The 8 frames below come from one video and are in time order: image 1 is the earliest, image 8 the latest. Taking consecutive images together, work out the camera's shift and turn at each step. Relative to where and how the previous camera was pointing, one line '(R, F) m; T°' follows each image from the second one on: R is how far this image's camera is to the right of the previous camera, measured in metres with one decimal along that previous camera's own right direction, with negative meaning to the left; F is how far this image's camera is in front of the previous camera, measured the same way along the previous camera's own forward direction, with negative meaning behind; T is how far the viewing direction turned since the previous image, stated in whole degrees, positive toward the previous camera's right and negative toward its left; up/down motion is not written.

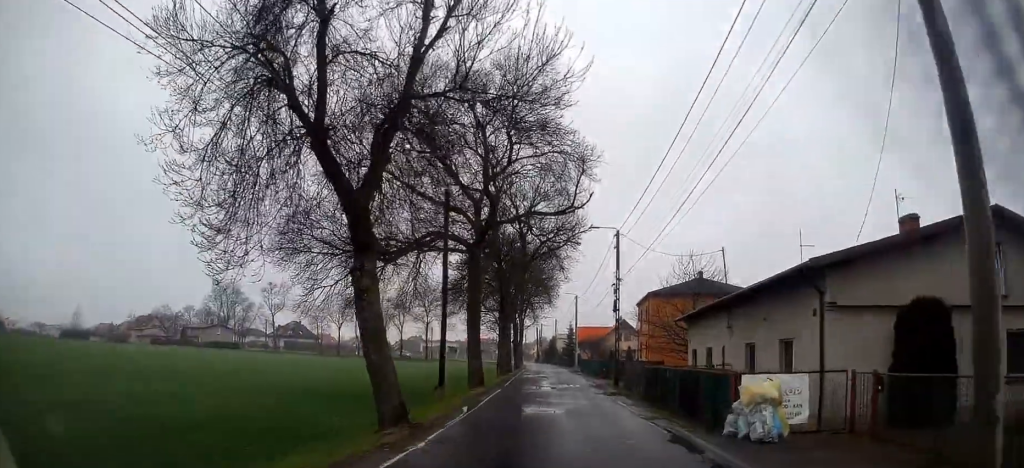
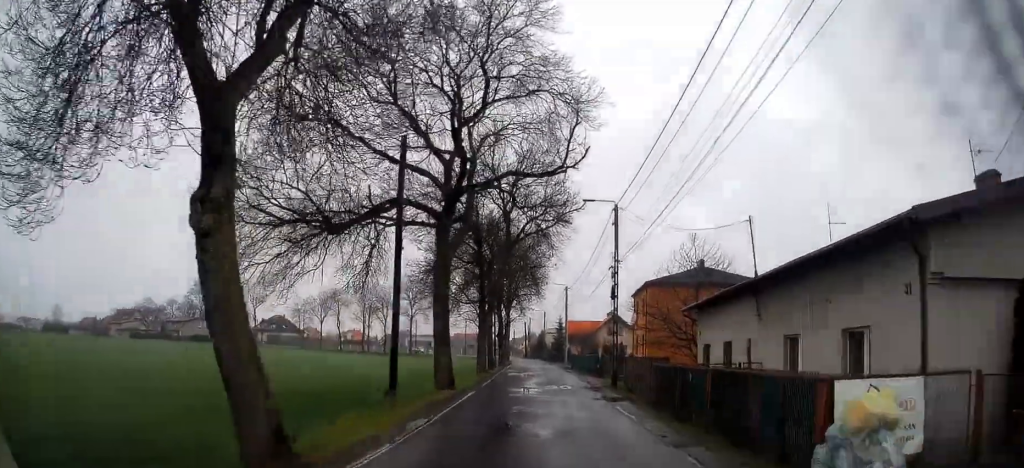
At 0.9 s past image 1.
(-0.1, +5.1) m; -1°
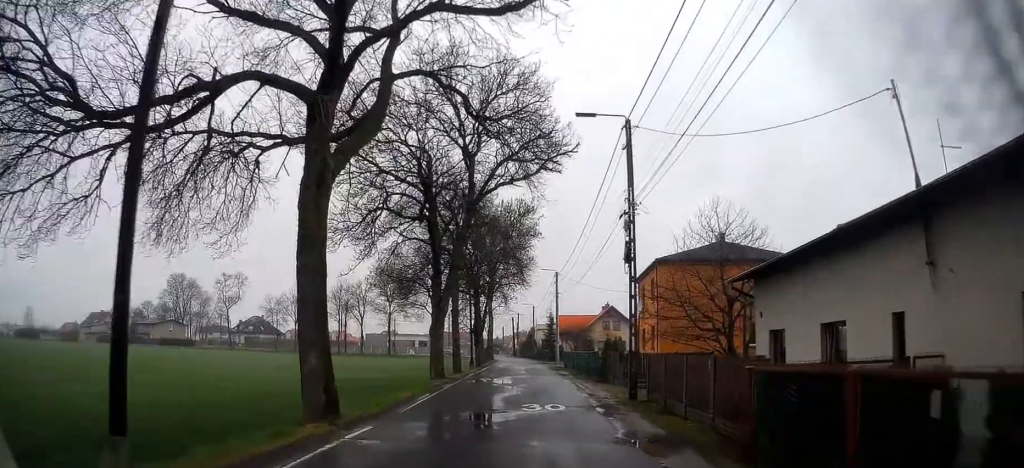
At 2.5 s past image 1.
(+0.1, +10.1) m; +4°
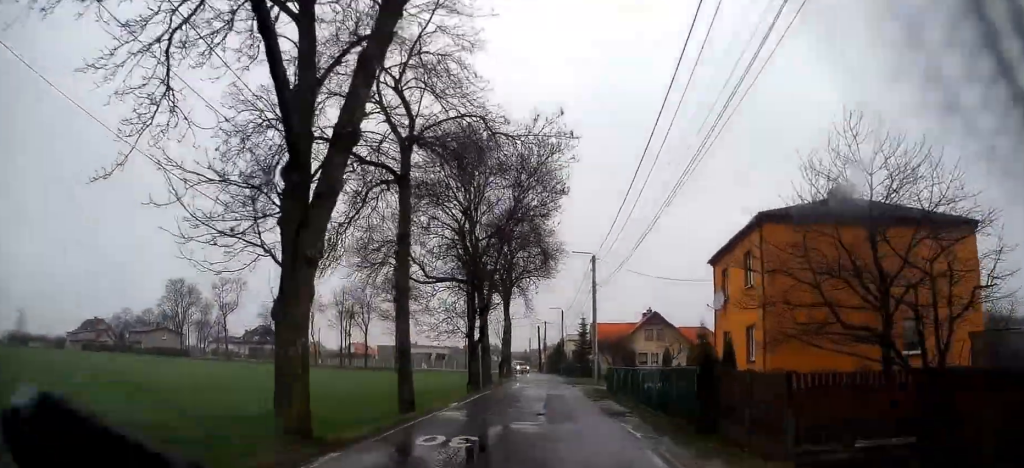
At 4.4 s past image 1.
(+0.1, +14.6) m; -1°
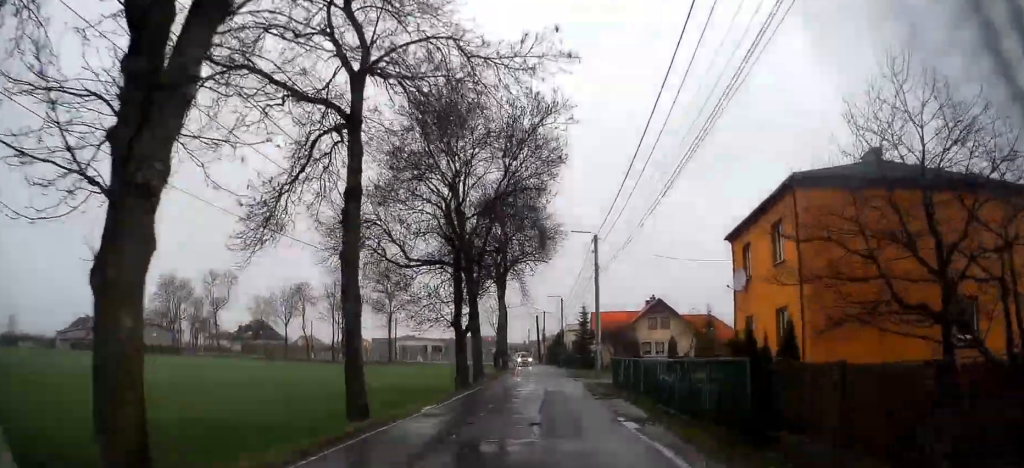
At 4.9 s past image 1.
(0.0, +3.7) m; -2°
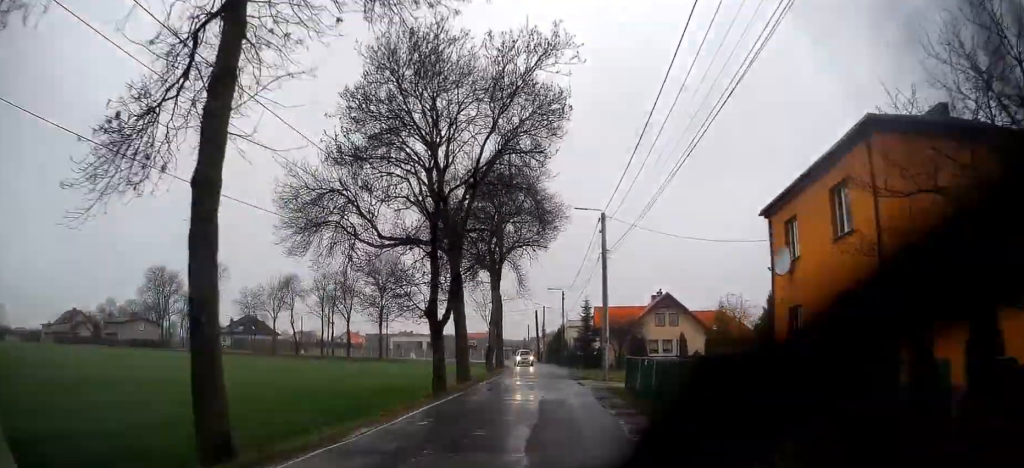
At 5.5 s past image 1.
(0.0, +4.9) m; -2°
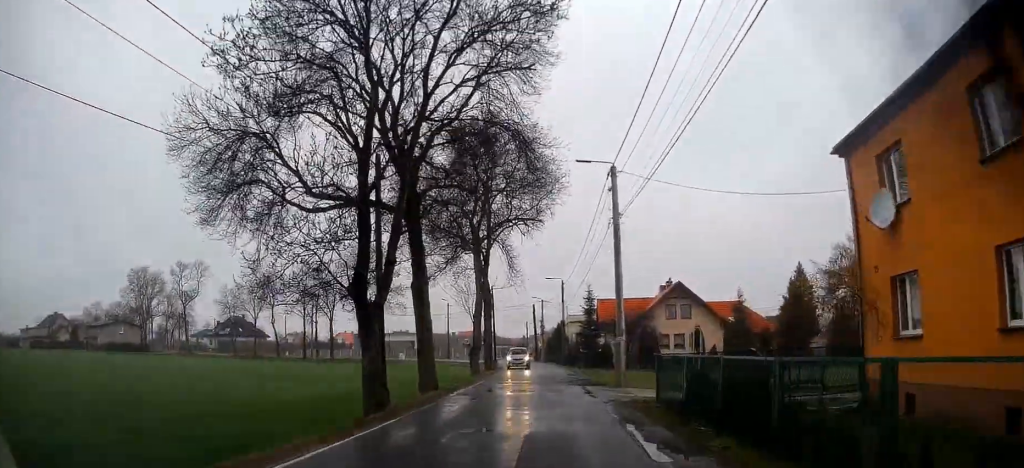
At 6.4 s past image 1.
(-0.3, +6.7) m; -1°
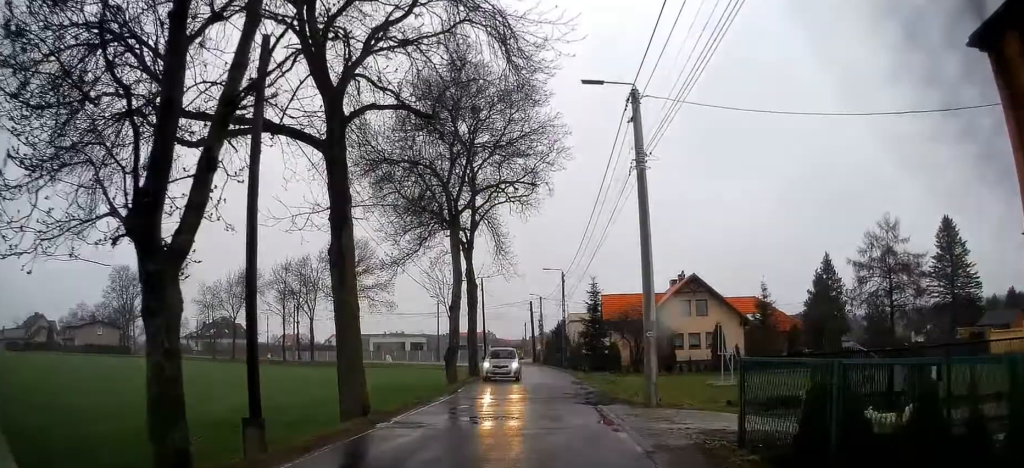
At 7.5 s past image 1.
(+0.2, +7.2) m; 0°
